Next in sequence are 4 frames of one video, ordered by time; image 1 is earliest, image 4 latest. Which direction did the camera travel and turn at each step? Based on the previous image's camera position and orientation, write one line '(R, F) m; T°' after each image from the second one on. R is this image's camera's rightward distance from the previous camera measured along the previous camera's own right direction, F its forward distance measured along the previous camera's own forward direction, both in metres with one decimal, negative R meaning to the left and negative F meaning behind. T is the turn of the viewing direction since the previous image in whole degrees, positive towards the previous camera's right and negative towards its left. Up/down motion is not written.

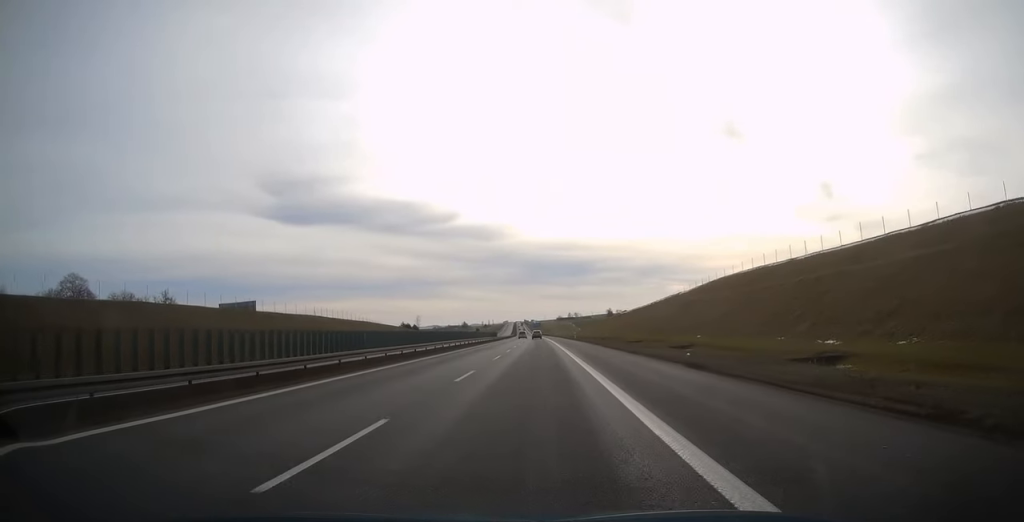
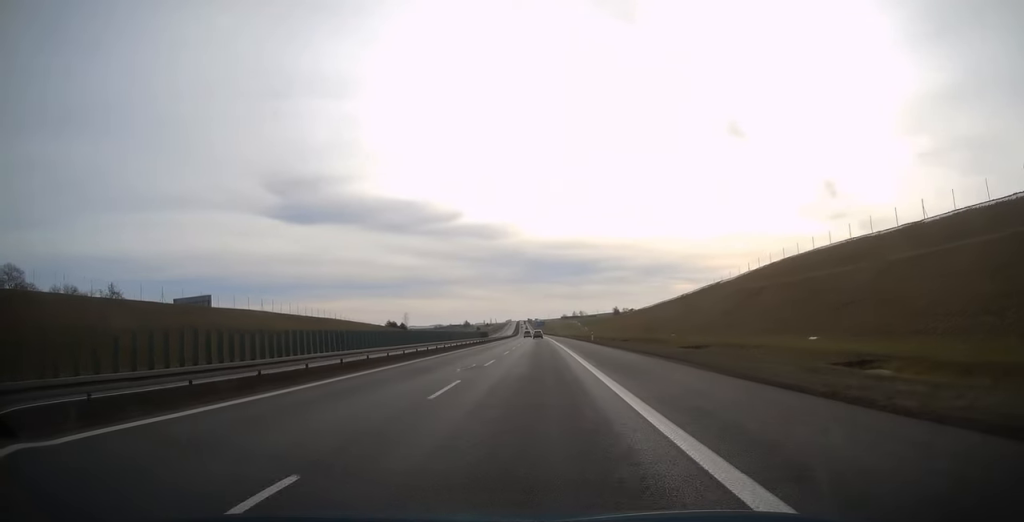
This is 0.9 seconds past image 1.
(-0.1, +28.0) m; 0°
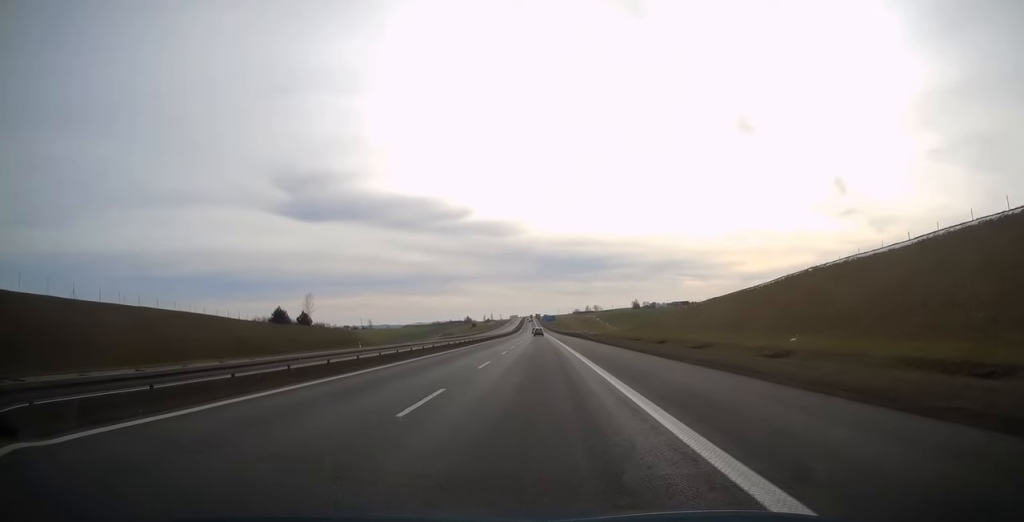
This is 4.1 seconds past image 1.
(-0.3, +97.7) m; -1°
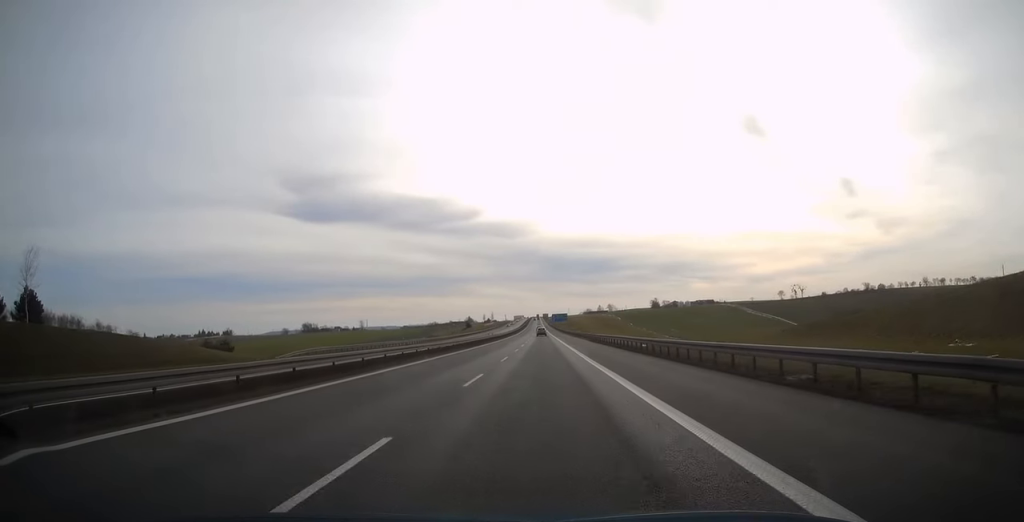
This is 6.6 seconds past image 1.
(-0.7, +76.0) m; -1°
